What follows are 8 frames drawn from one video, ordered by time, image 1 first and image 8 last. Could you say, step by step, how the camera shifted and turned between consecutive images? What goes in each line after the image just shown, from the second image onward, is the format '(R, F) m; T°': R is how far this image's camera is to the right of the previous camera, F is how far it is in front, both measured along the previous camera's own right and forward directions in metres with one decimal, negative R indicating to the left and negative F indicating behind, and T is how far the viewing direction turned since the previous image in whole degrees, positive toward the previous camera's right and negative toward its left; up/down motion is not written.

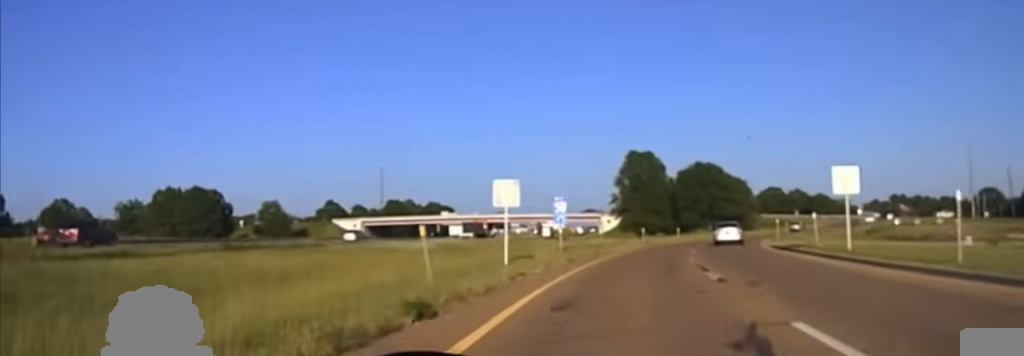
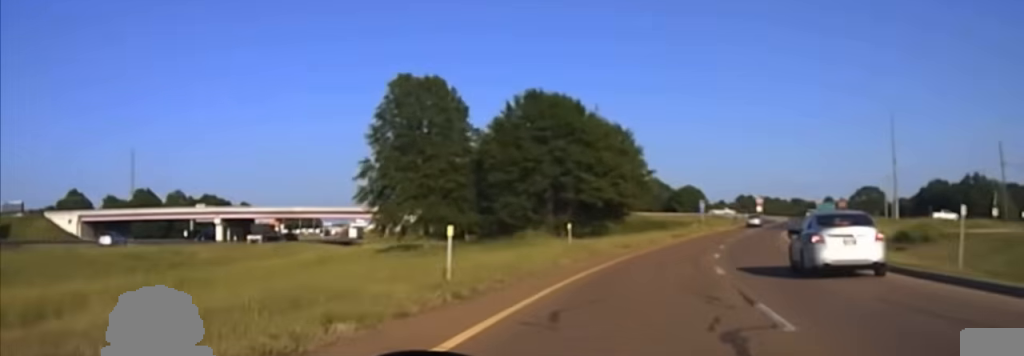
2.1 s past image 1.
(+2.8, +73.0) m; +9°
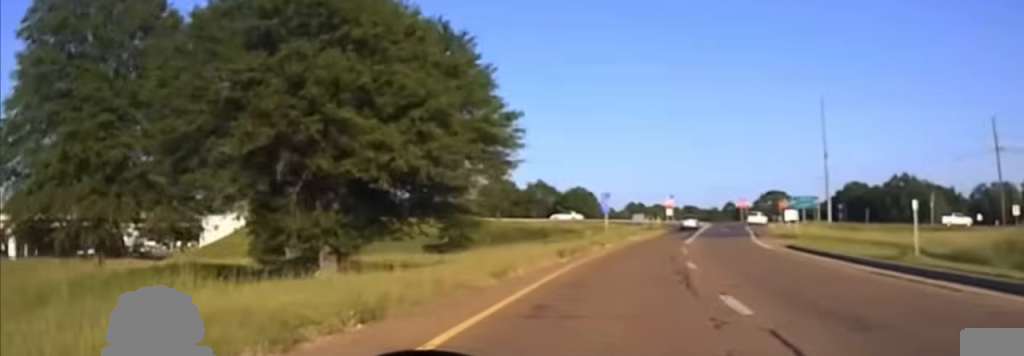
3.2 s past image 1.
(+2.7, +35.1) m; +5°
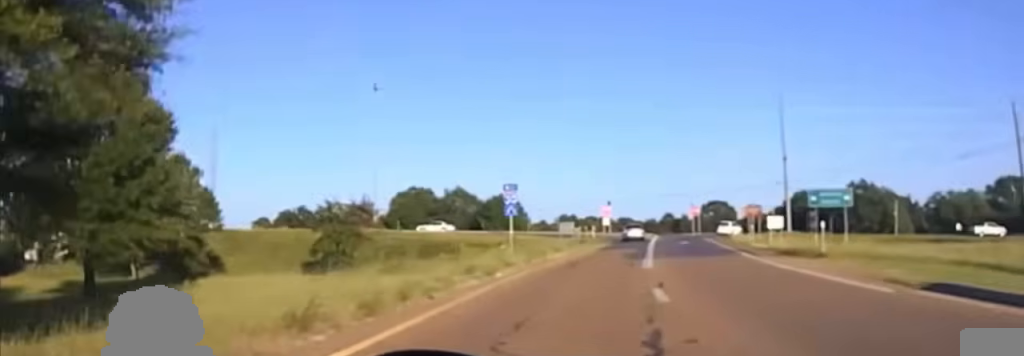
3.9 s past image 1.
(+0.1, +22.7) m; +4°
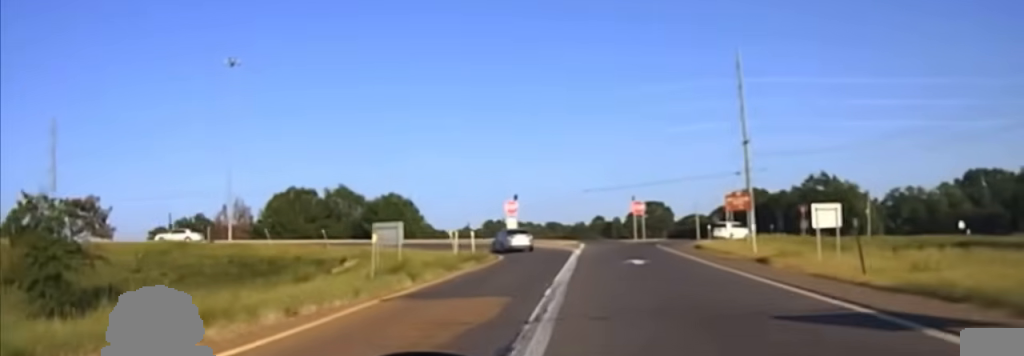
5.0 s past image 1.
(+2.2, +32.8) m; +7°
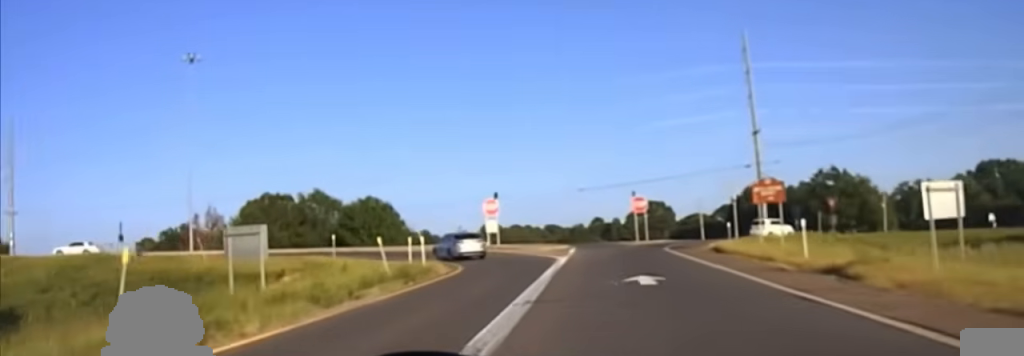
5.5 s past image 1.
(+0.3, +11.7) m; +2°
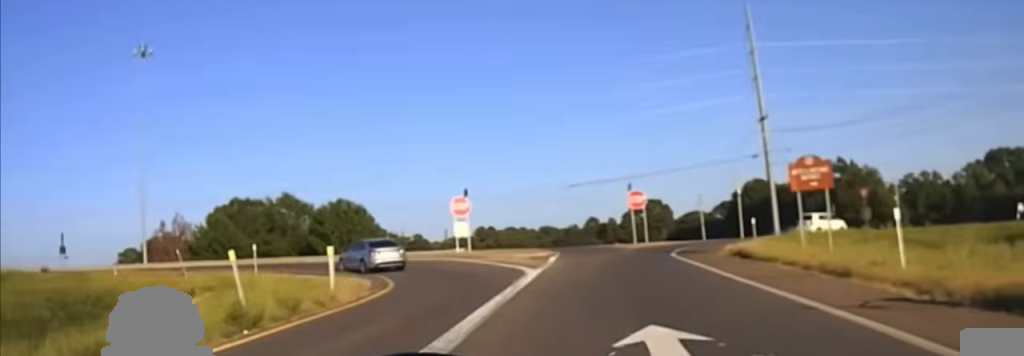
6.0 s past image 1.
(+0.3, +12.6) m; +1°
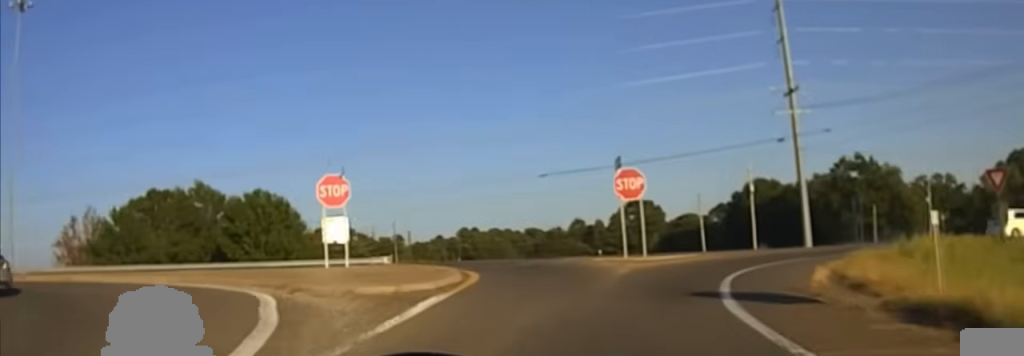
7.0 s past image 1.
(+0.3, +24.0) m; +1°
